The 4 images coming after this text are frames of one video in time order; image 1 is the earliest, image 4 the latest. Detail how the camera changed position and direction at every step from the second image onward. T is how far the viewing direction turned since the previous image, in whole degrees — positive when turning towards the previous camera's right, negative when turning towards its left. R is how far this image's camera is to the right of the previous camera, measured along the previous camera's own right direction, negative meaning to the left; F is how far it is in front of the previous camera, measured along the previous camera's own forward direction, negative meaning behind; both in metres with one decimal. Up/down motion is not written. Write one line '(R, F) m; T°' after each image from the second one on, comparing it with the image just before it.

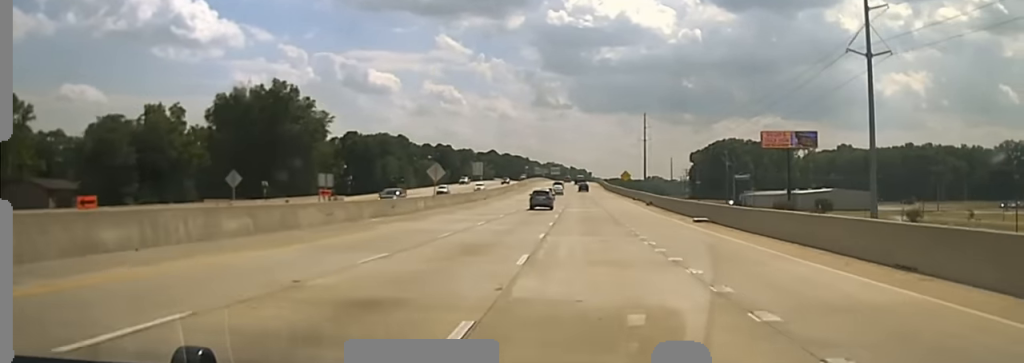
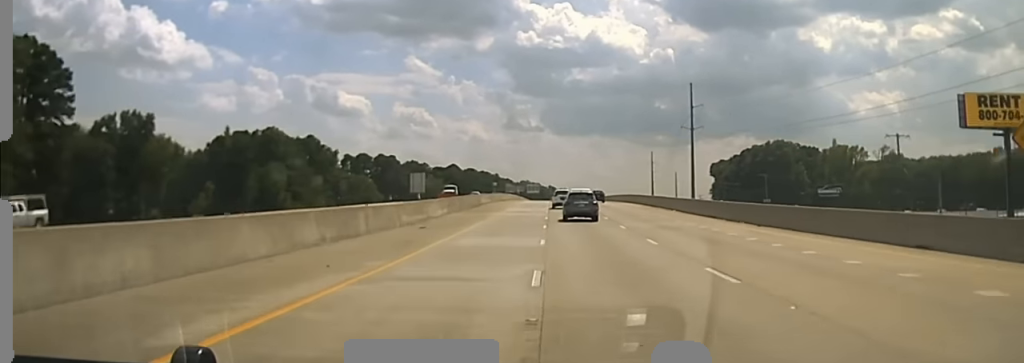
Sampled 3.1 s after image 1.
(+3.0, +110.4) m; +2°
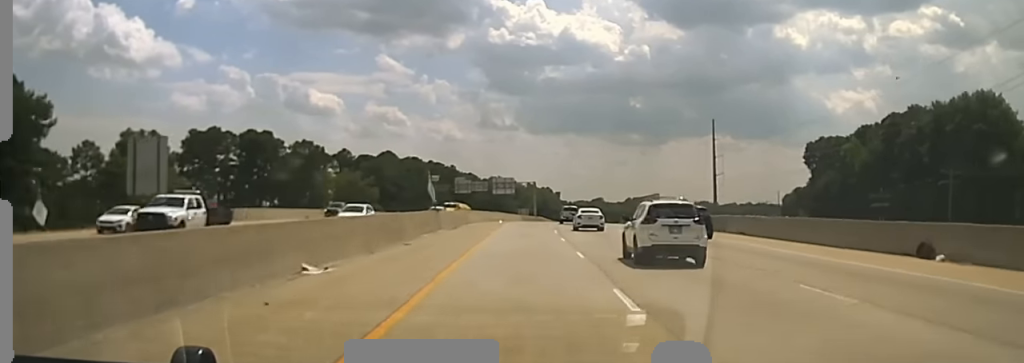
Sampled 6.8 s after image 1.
(+3.5, +145.1) m; +2°
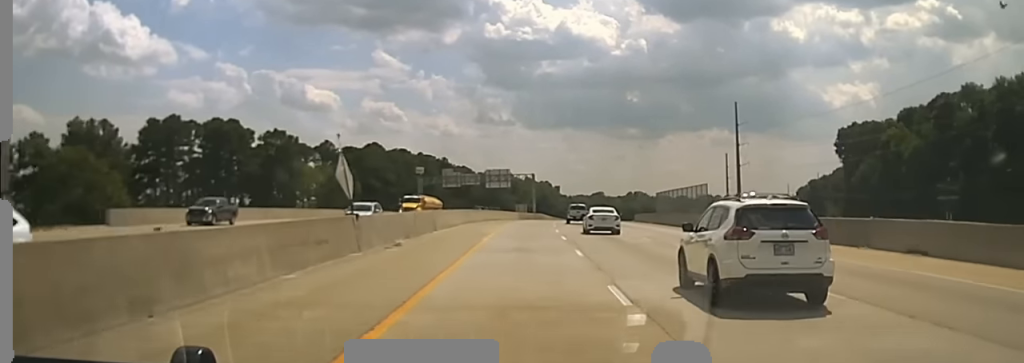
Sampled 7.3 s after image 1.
(0.0, +24.2) m; 0°
